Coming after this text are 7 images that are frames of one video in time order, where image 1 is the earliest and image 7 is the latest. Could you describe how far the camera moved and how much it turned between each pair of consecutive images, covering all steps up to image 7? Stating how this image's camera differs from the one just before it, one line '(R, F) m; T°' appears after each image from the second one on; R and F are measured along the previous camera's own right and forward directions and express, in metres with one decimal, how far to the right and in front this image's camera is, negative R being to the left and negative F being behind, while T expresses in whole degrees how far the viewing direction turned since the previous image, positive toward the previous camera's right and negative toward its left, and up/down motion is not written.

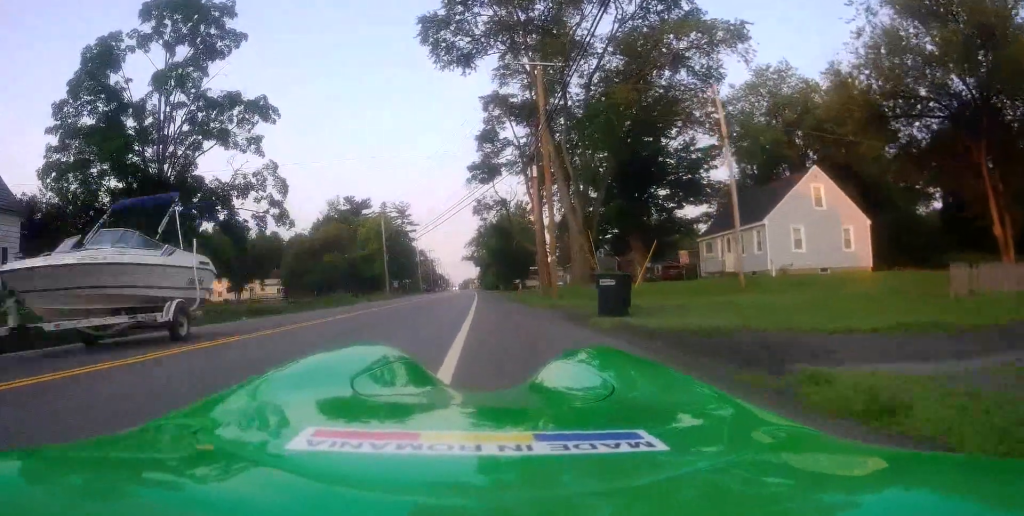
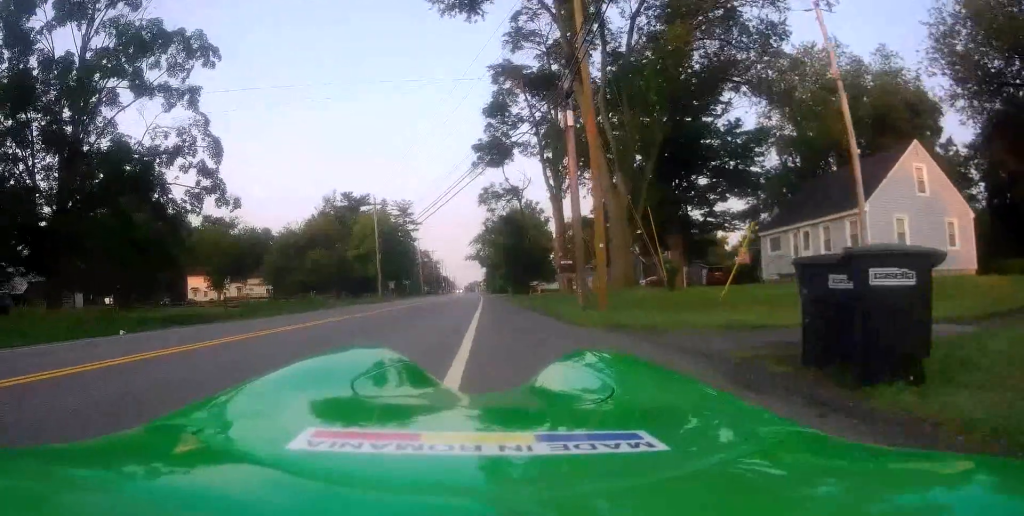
(0.0, +9.5) m; +1°
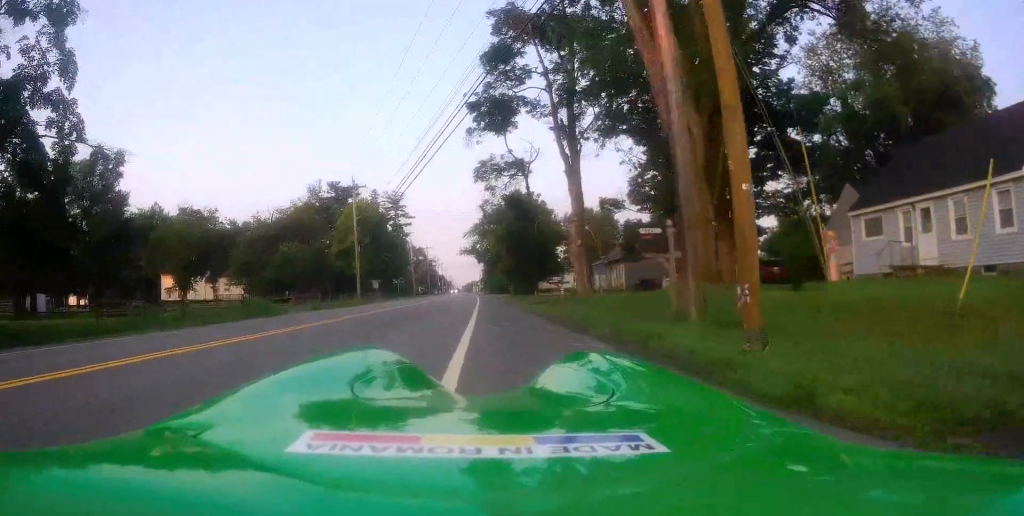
(0.0, +10.0) m; 0°
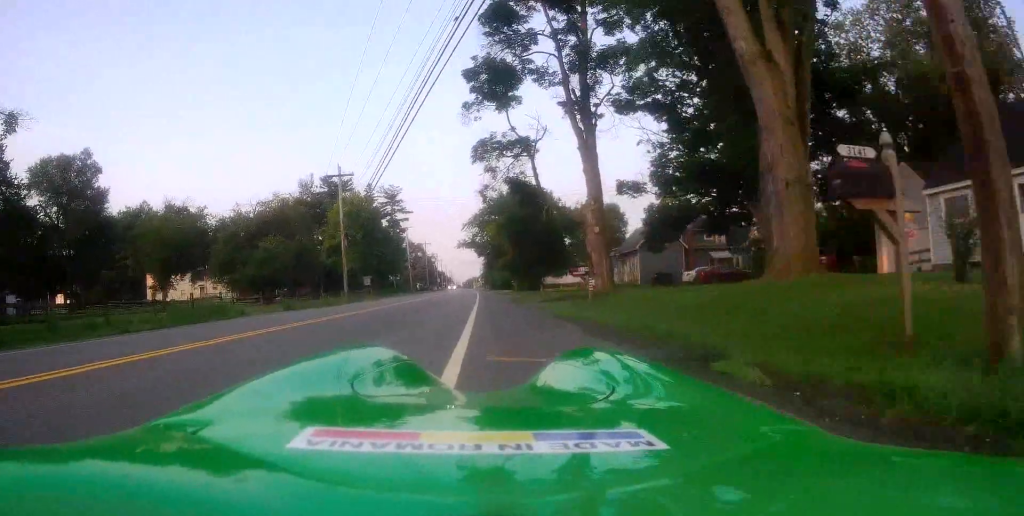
(+0.1, +5.5) m; -2°
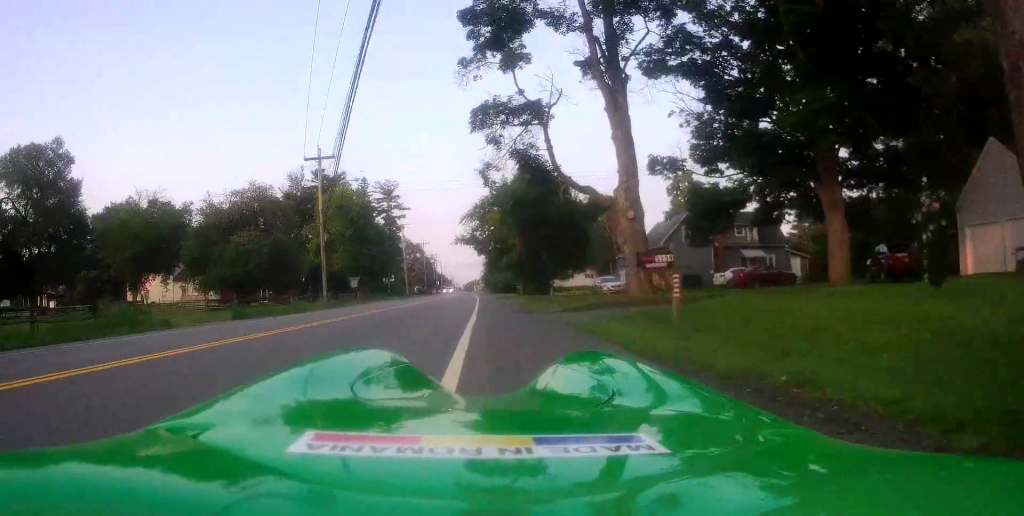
(-0.3, +7.0) m; -1°
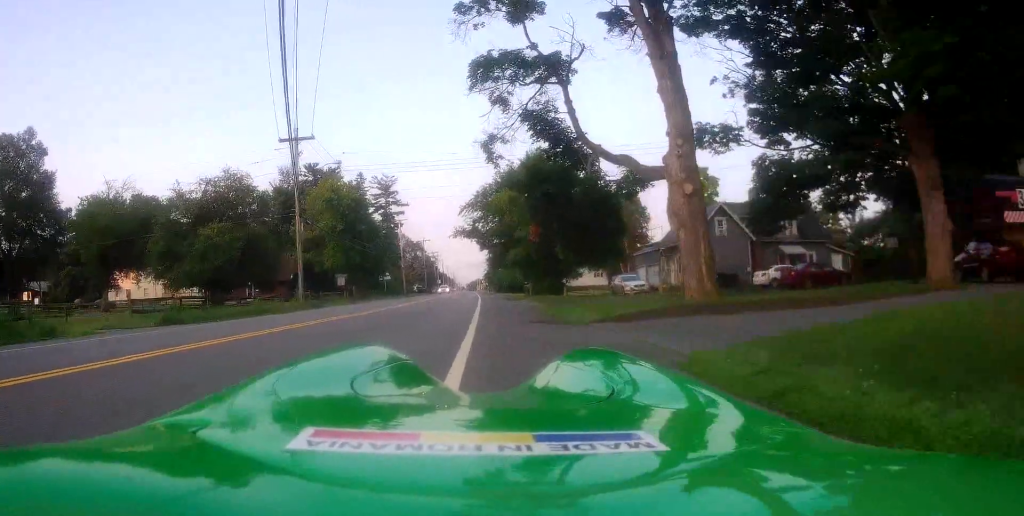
(+0.2, +6.6) m; 0°
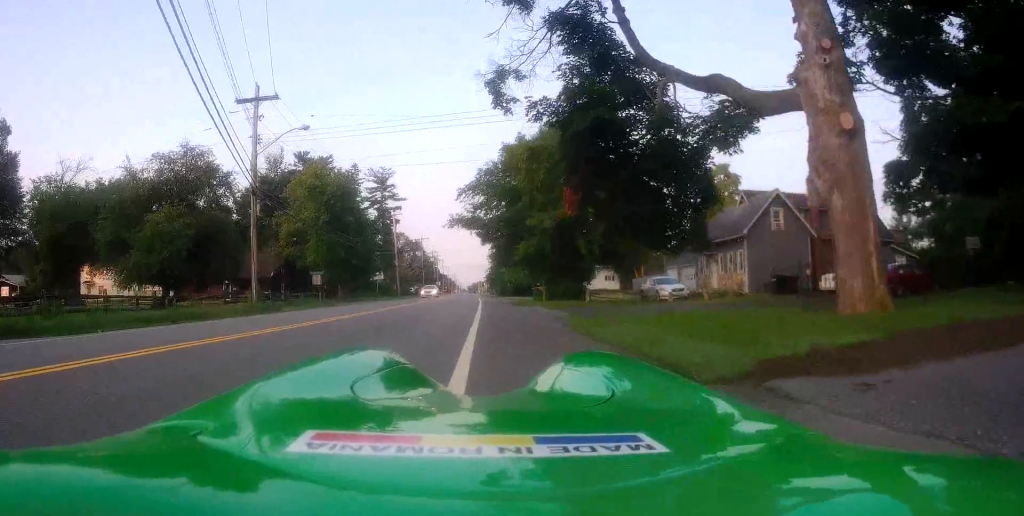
(-0.2, +8.1) m; -2°
